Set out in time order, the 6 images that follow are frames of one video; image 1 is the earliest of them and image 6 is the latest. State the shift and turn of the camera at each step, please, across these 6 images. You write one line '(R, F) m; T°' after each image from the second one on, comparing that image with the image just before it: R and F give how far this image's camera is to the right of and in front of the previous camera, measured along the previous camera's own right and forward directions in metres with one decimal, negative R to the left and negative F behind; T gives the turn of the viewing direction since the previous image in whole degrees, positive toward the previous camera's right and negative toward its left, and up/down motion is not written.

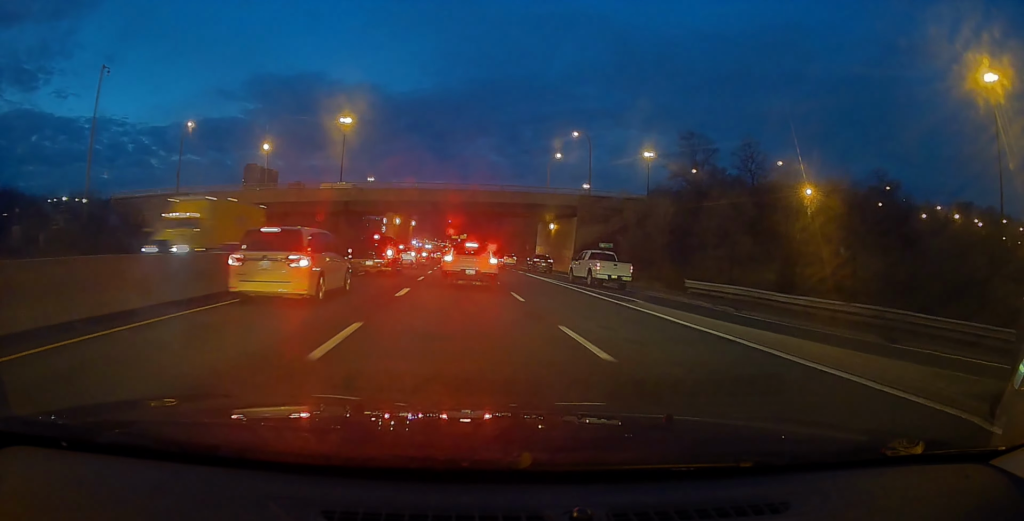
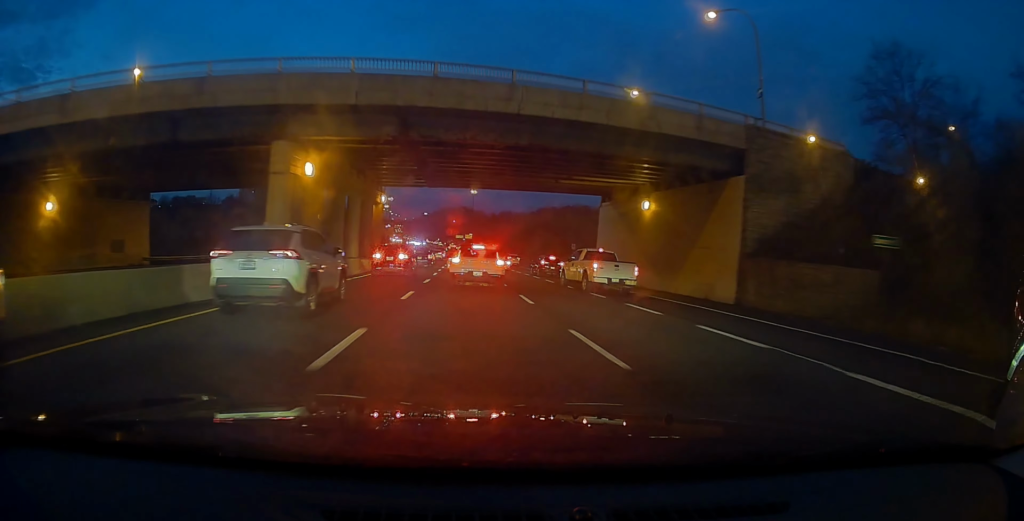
(0.0, +37.3) m; 0°
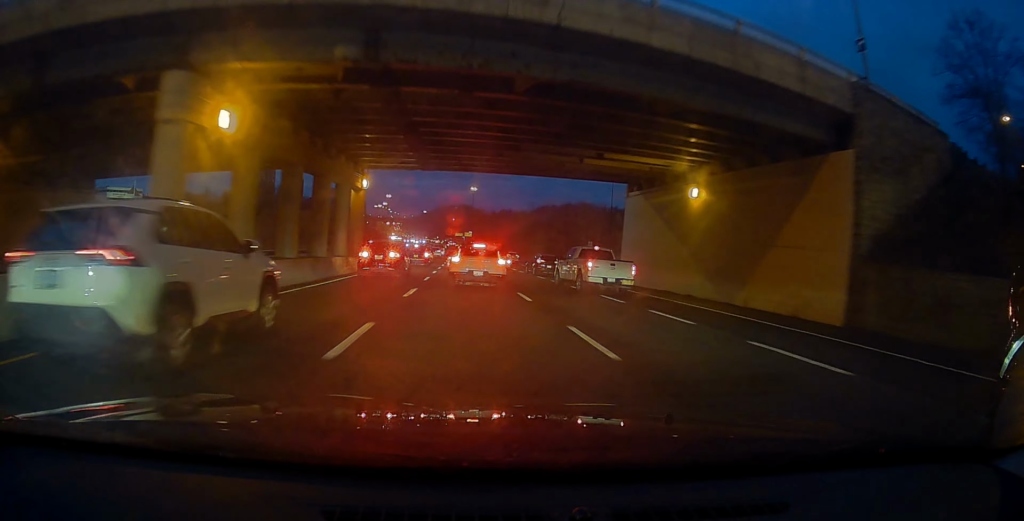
(0.0, +8.4) m; +1°
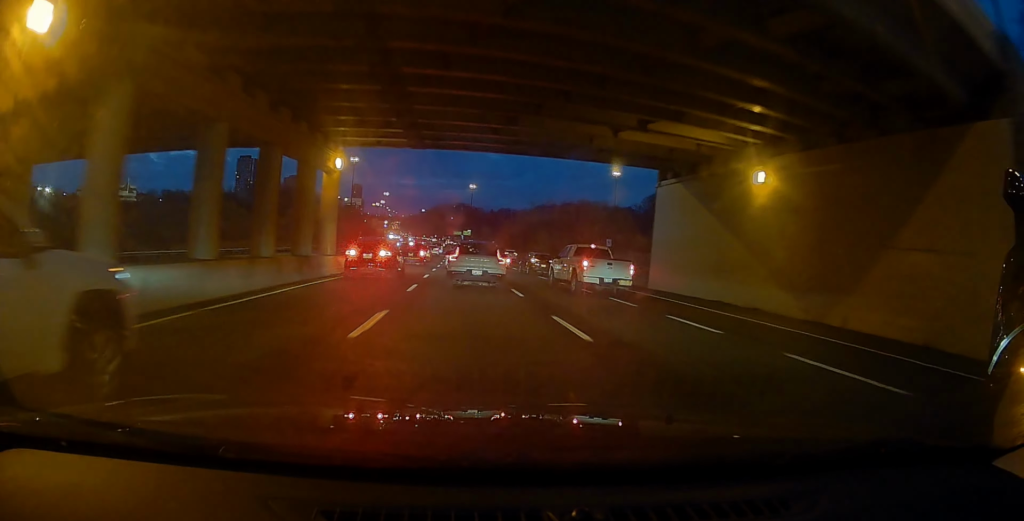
(+0.1, +7.5) m; 0°
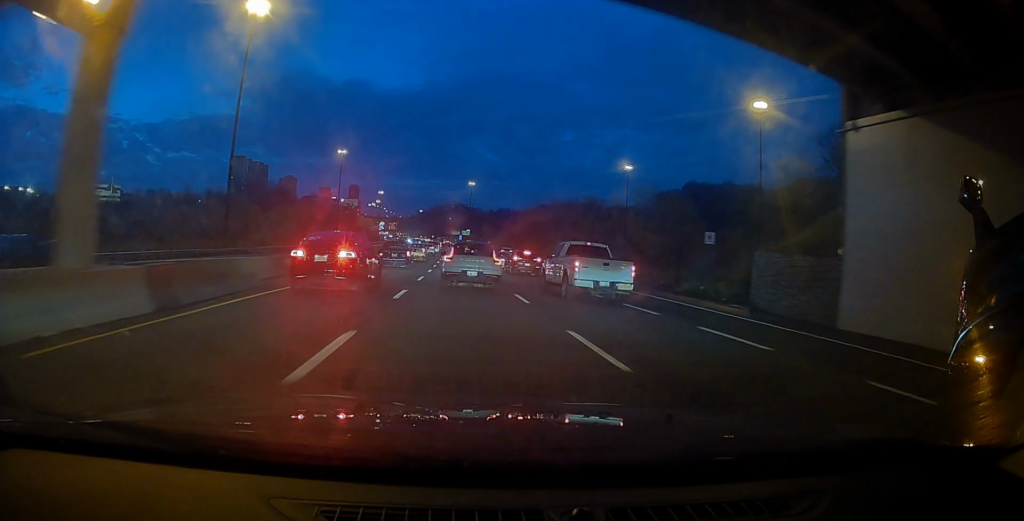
(-0.2, +20.6) m; -2°
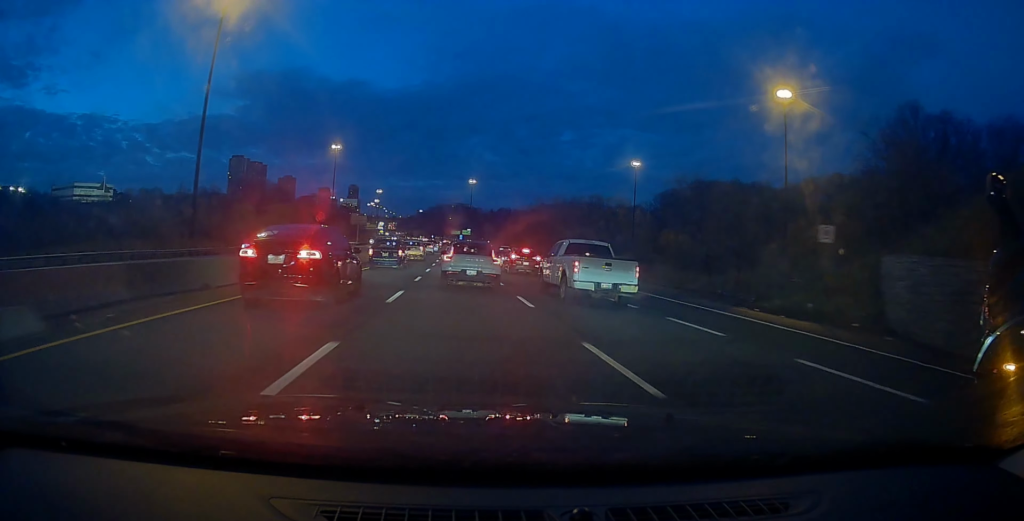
(0.0, +10.0) m; +3°
